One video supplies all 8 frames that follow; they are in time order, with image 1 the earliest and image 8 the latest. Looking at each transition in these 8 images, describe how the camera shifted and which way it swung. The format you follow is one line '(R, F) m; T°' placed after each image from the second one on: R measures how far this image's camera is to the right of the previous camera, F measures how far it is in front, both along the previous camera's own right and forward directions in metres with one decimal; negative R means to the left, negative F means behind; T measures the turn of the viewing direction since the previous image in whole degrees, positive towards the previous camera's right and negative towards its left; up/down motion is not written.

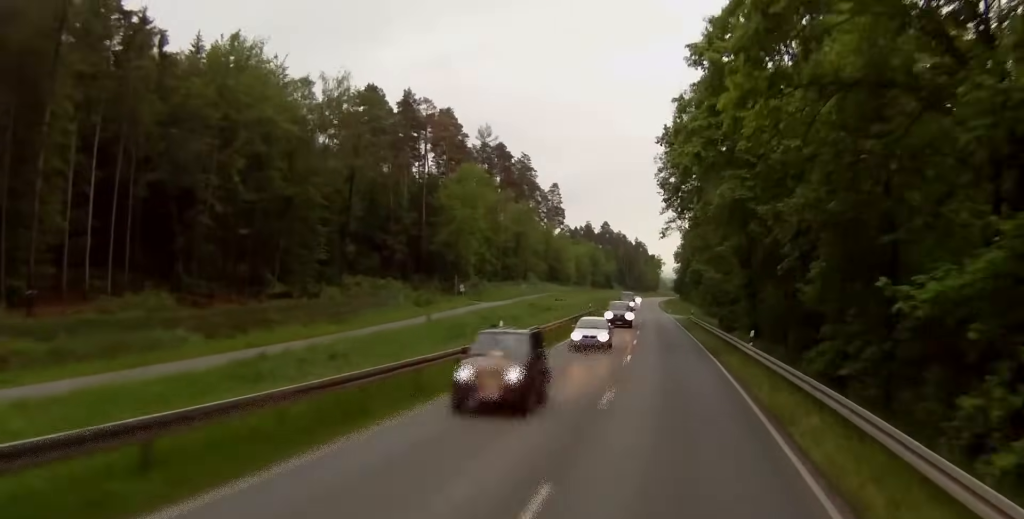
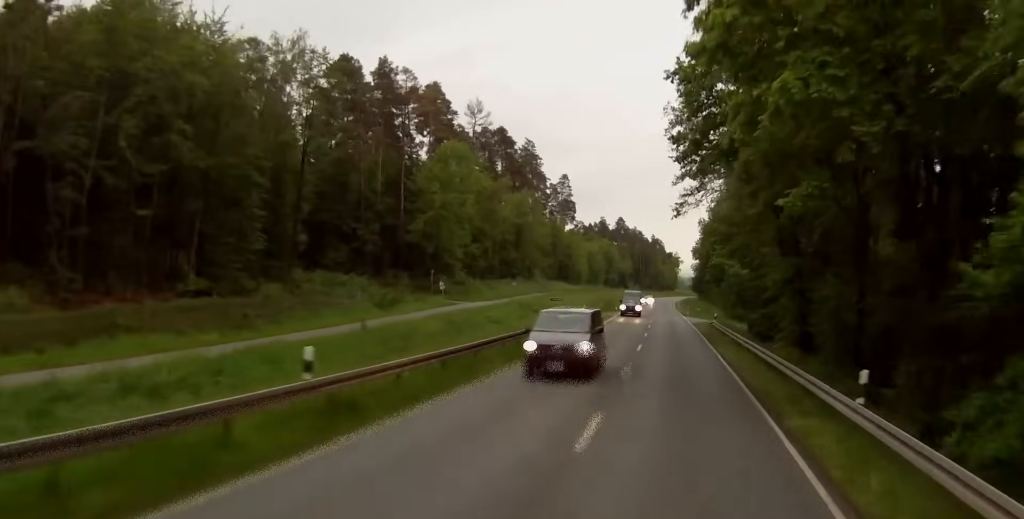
(0.0, +21.5) m; 0°
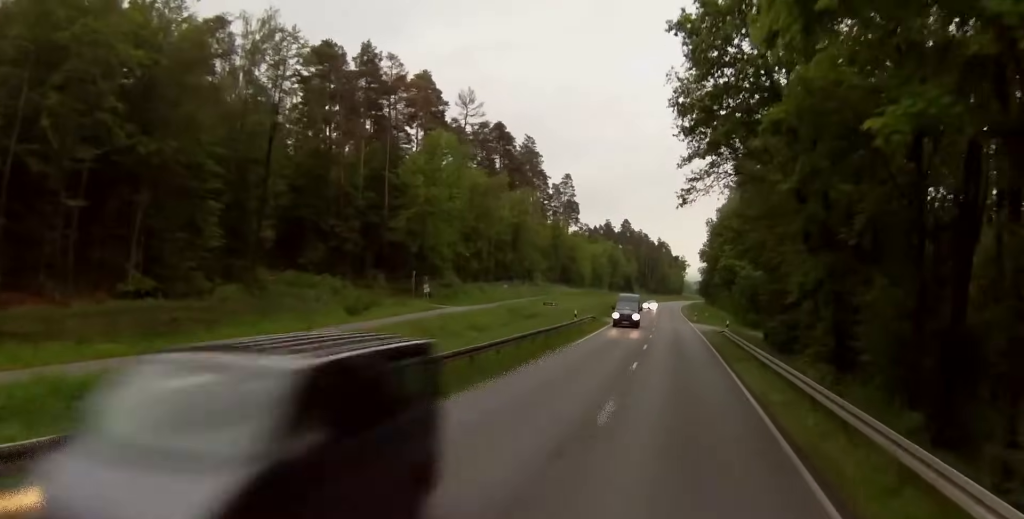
(0.0, +10.3) m; 0°
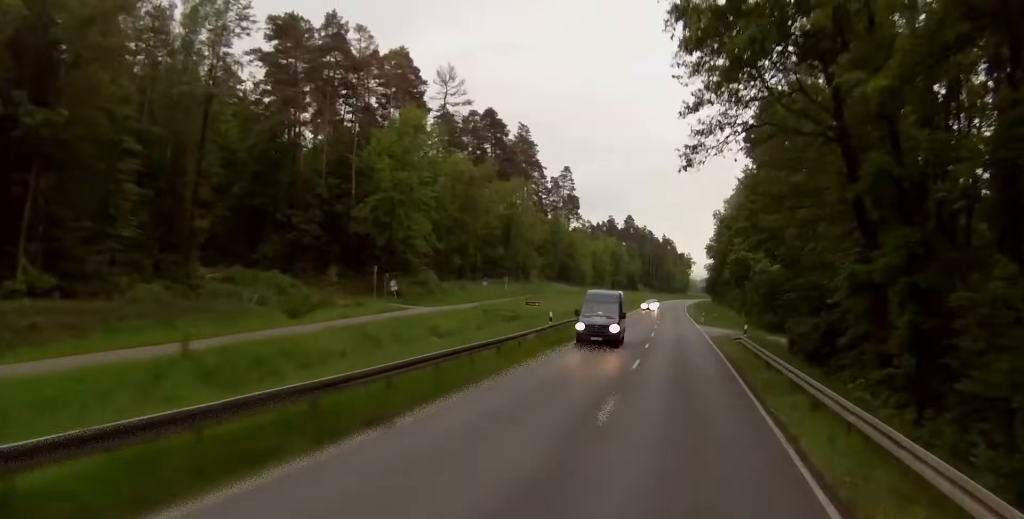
(+0.1, +14.3) m; -1°
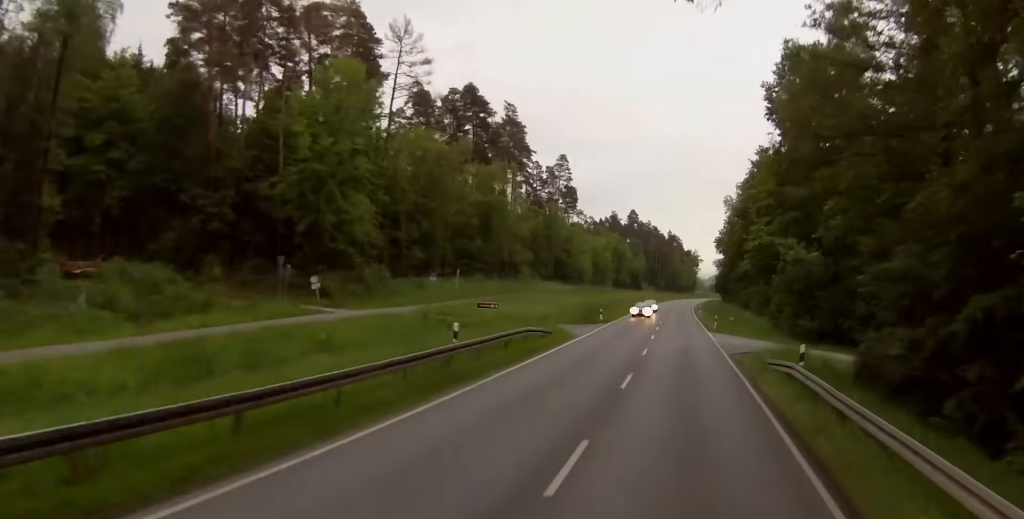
(-0.4, +21.1) m; -1°
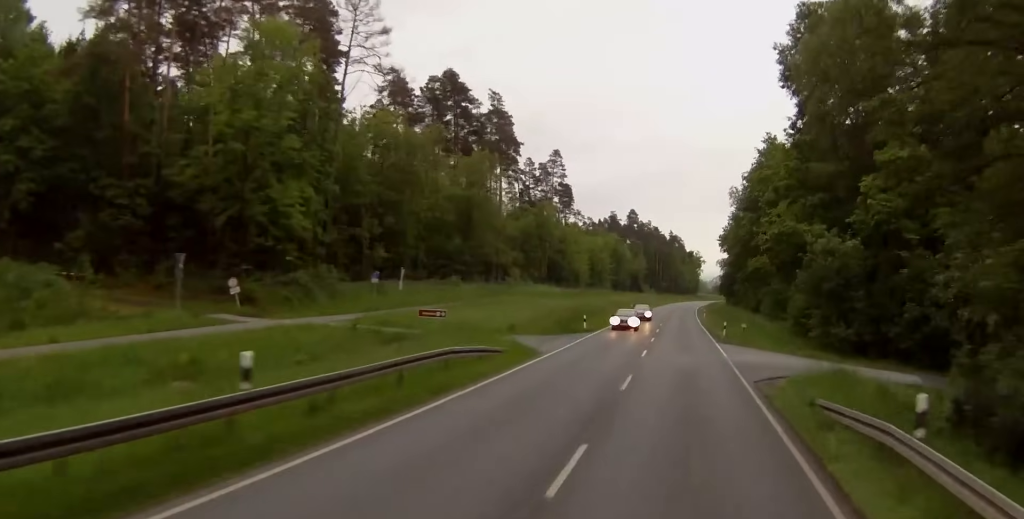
(-0.1, +13.1) m; -1°
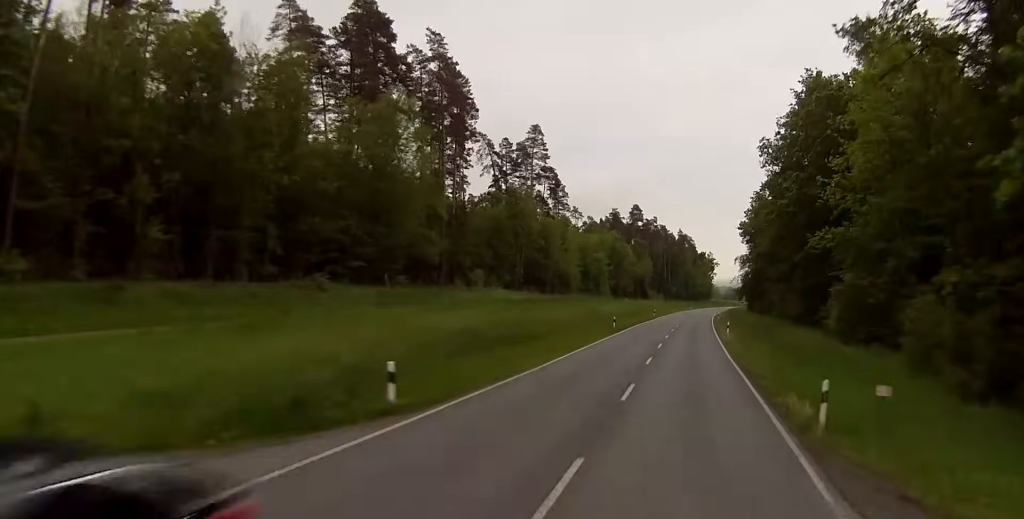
(-0.8, +39.3) m; -2°
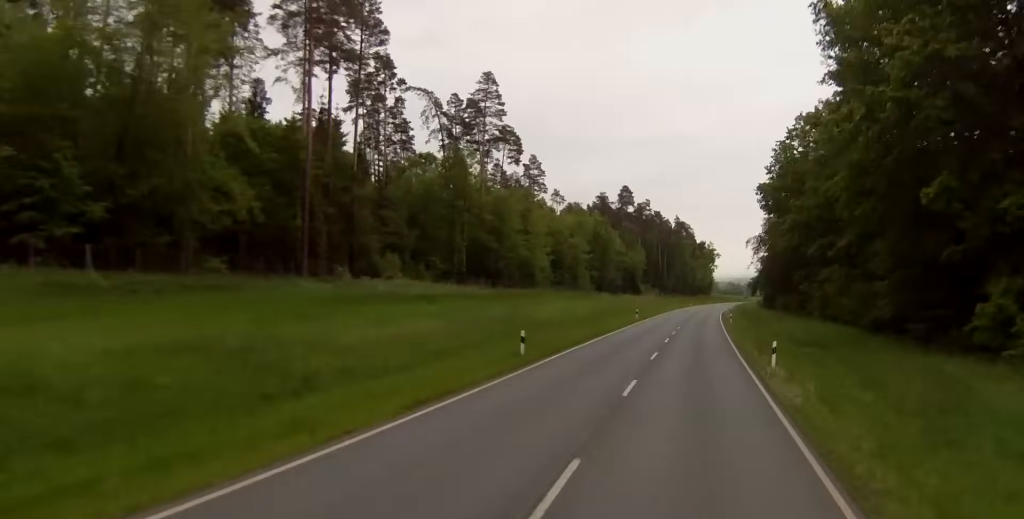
(+0.1, +37.4) m; 0°
